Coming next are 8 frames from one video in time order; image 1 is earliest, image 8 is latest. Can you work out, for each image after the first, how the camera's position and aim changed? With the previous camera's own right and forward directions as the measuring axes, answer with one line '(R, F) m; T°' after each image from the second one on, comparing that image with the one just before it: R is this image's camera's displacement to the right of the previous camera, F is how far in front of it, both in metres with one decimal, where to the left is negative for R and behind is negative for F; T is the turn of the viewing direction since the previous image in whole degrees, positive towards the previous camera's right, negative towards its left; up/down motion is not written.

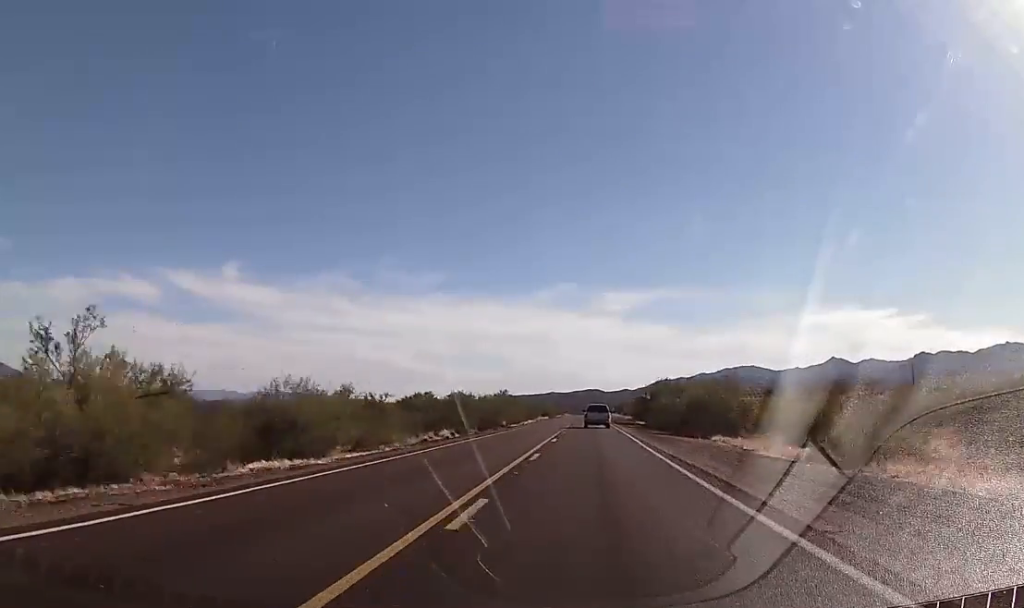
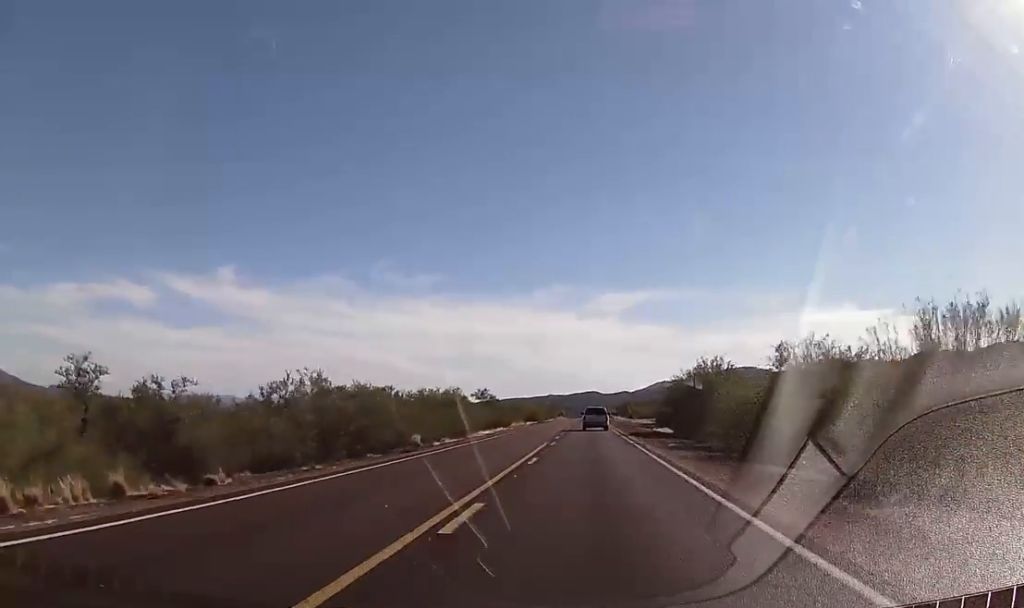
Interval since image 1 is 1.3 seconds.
(0.0, +36.3) m; +1°
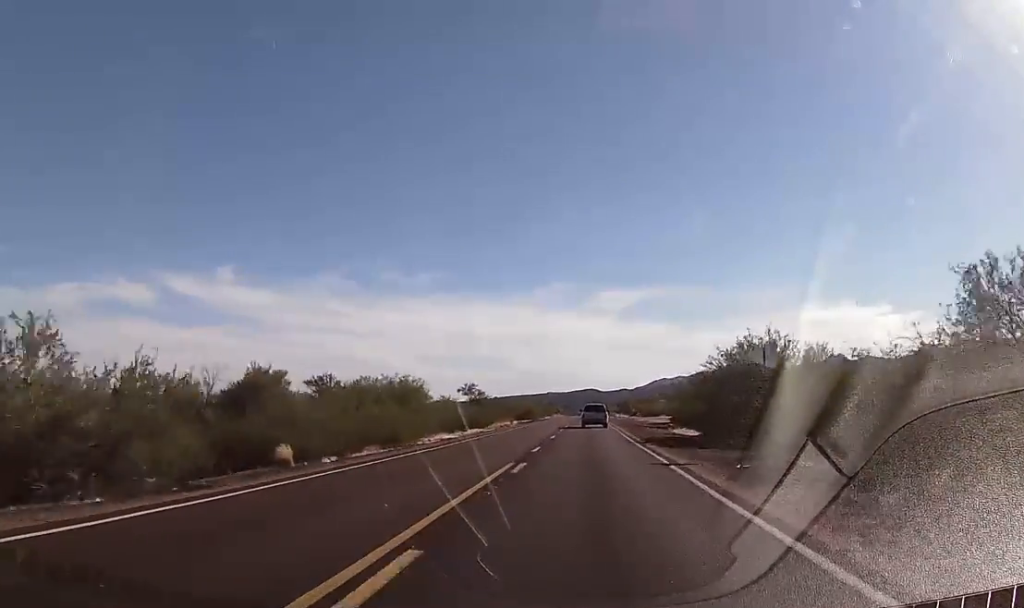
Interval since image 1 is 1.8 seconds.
(0.0, +16.3) m; +1°
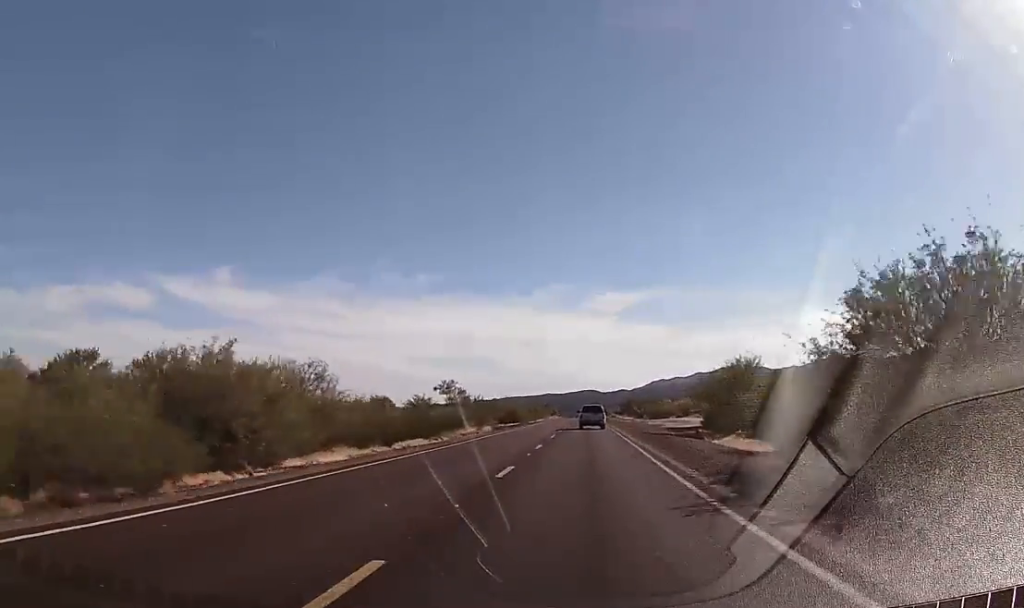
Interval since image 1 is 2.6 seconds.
(+0.3, +21.0) m; +1°
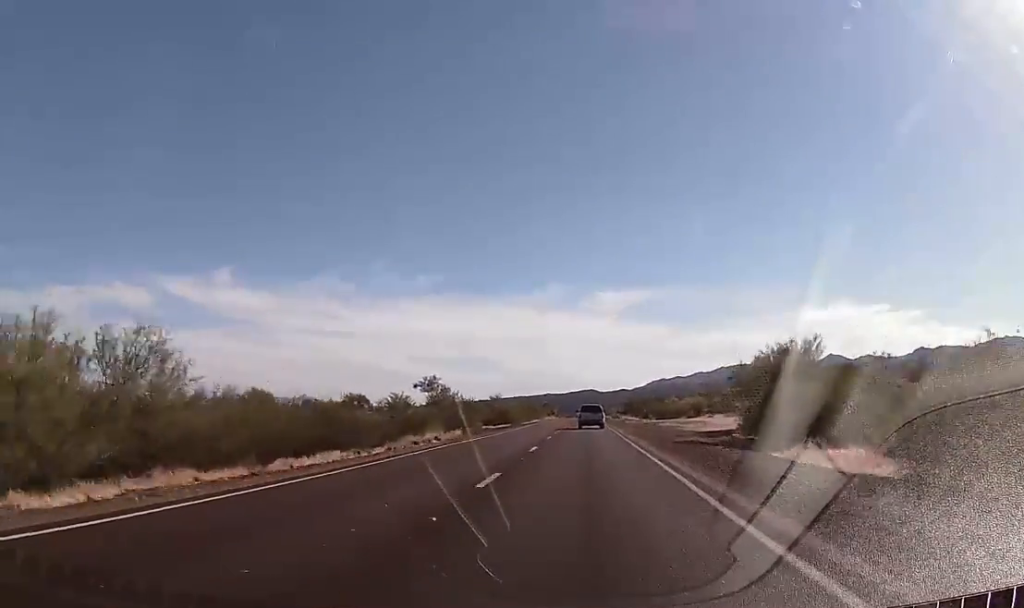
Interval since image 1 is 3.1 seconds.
(0.0, +14.4) m; 0°
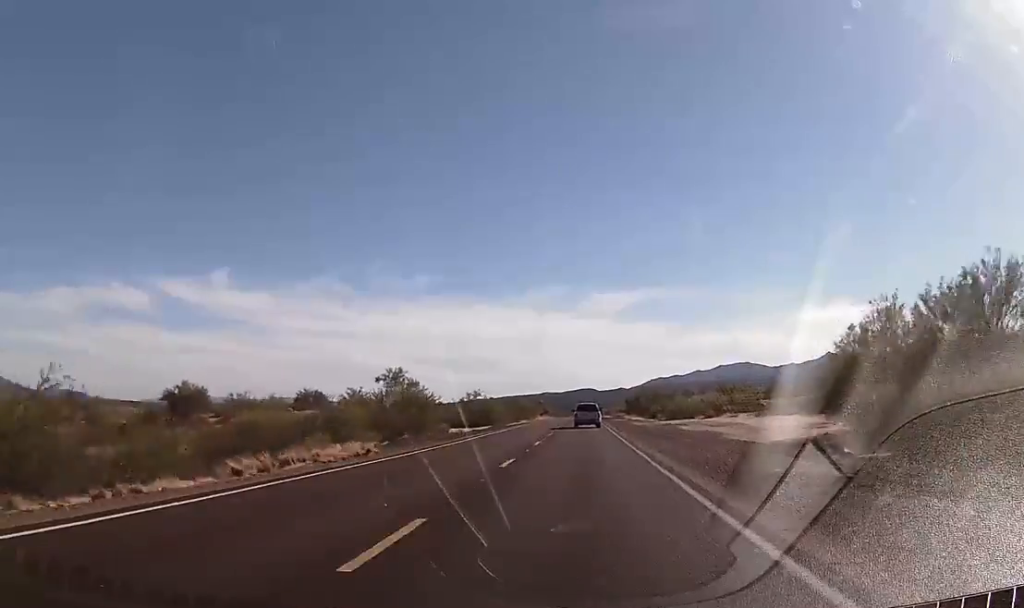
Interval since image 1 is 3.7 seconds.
(+0.1, +19.3) m; -1°
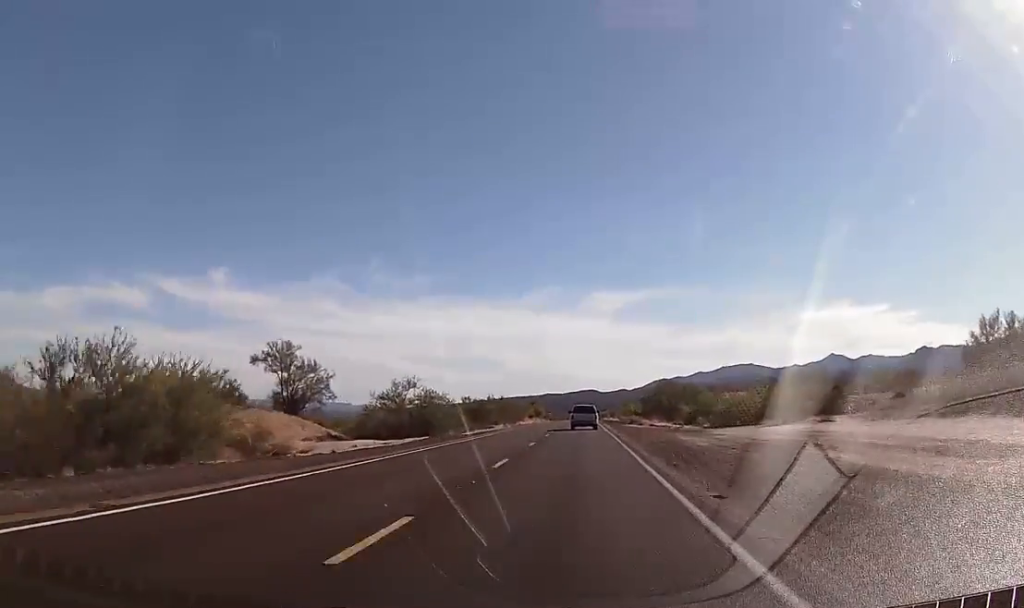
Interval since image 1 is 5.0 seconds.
(-0.5, +35.8) m; -1°
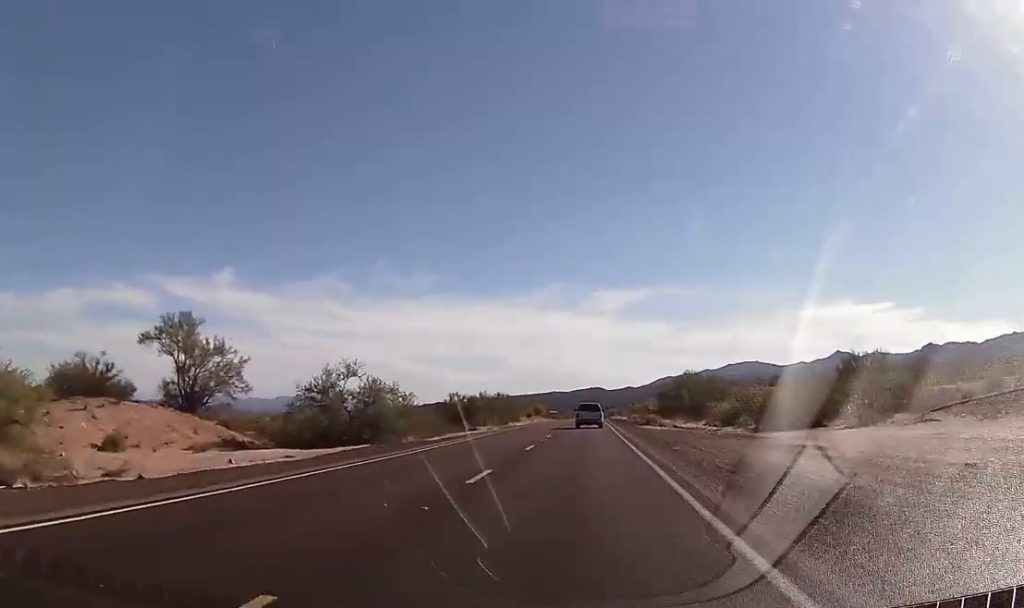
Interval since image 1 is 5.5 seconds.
(-0.1, +16.5) m; +1°
